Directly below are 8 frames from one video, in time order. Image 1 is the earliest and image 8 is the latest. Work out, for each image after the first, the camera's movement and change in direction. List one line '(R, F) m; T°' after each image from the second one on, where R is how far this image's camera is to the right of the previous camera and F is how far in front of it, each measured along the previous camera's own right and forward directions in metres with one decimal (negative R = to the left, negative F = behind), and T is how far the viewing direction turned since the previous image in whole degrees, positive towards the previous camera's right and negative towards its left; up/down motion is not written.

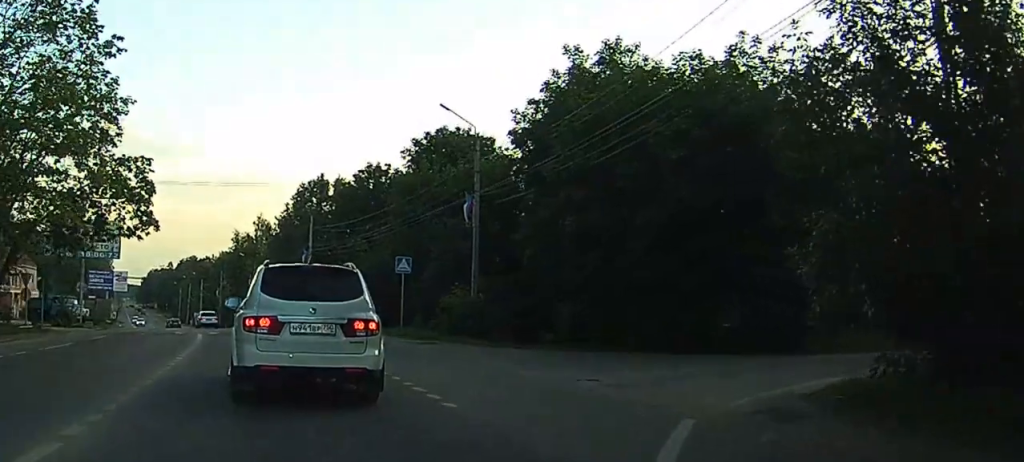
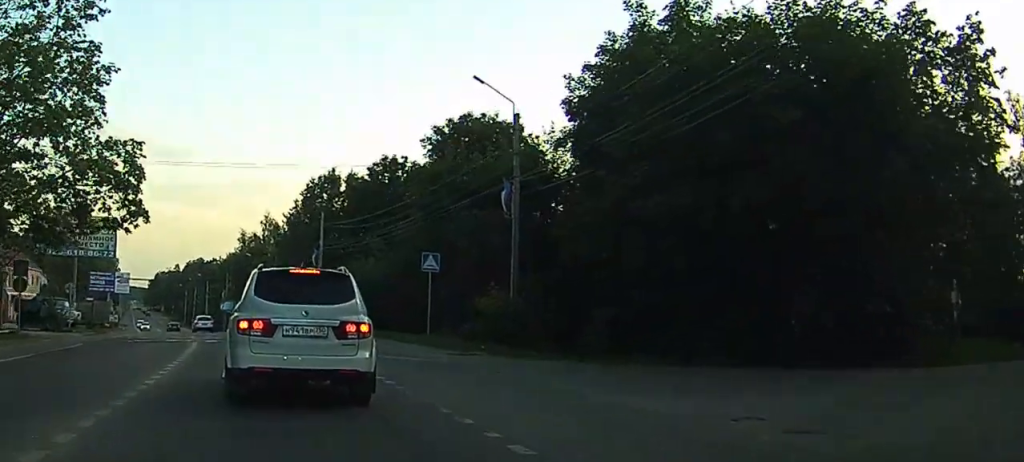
(+0.3, +5.2) m; -5°
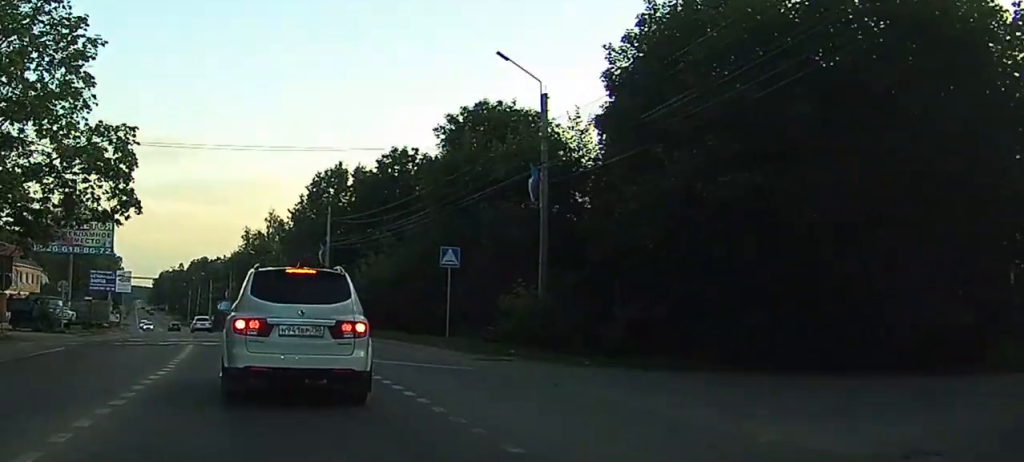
(-0.3, +2.8) m; -2°
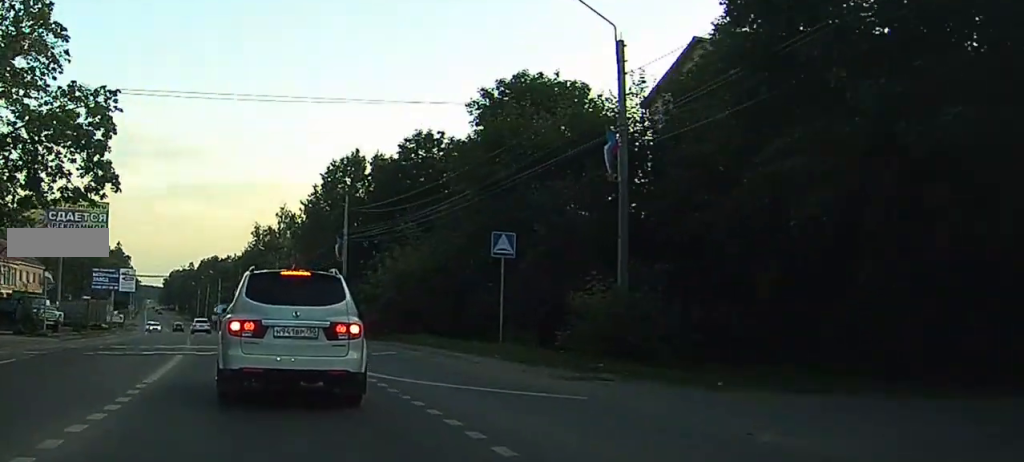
(-0.6, +5.9) m; -3°
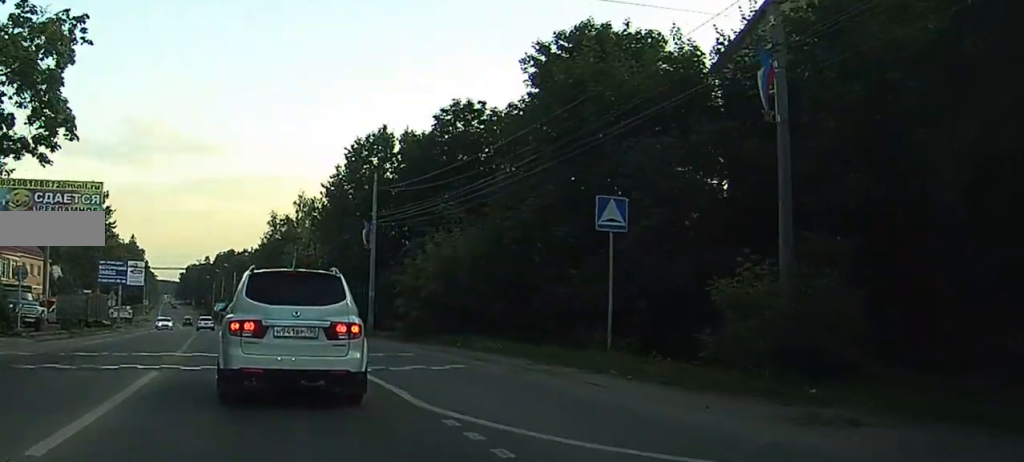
(+0.4, +7.2) m; -3°
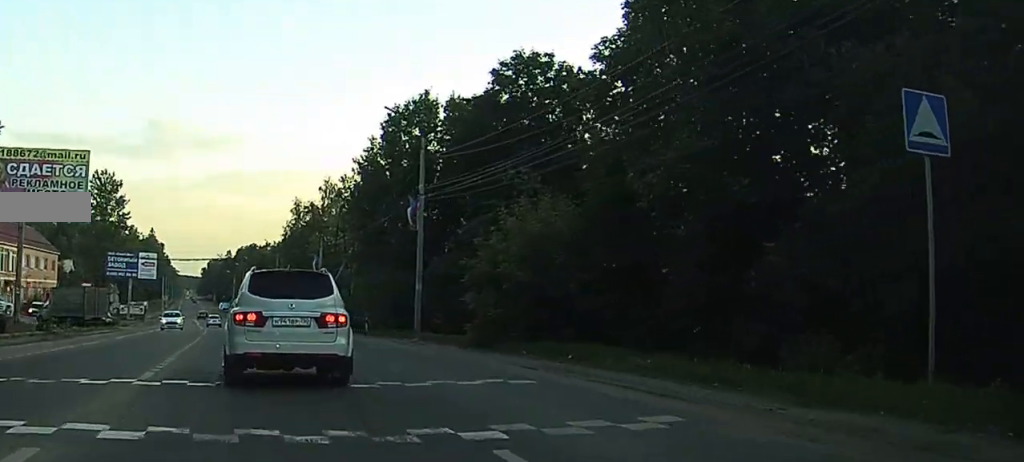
(-1.5, +10.8) m; -11°
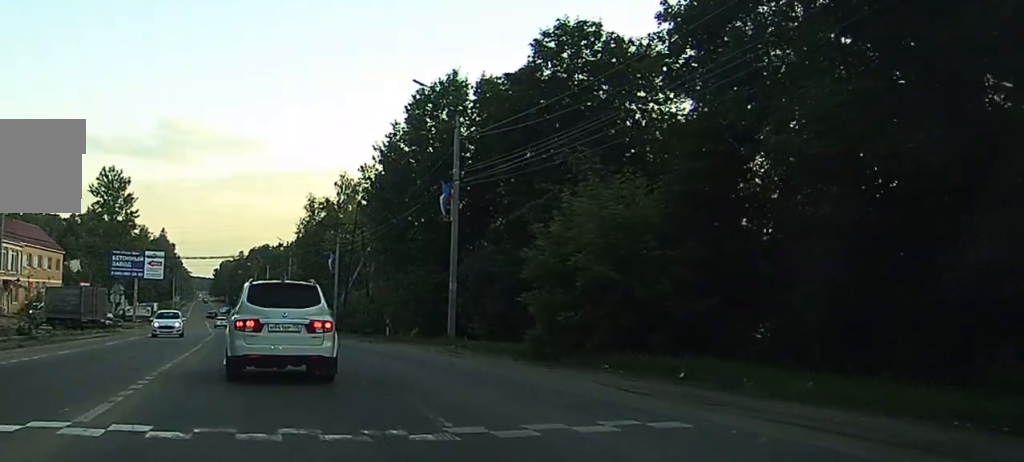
(-0.1, +6.3) m; +1°
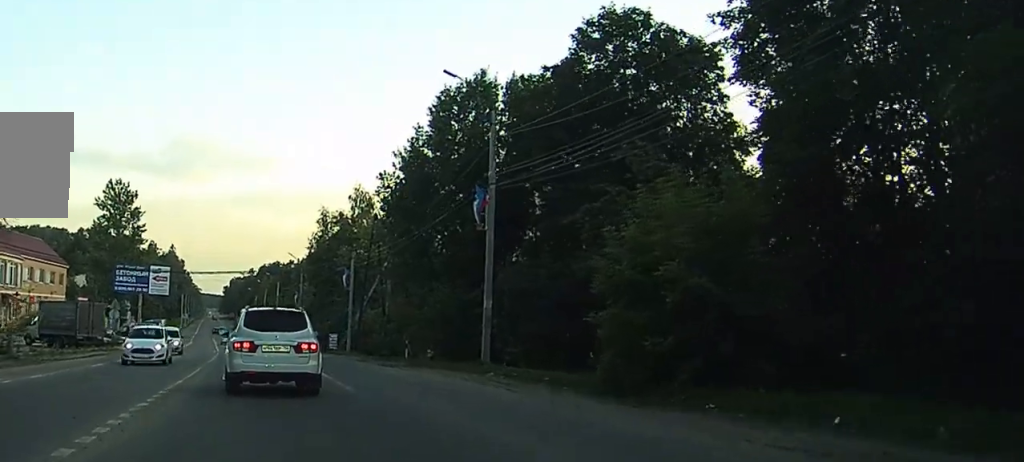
(+0.1, +5.4) m; +1°
